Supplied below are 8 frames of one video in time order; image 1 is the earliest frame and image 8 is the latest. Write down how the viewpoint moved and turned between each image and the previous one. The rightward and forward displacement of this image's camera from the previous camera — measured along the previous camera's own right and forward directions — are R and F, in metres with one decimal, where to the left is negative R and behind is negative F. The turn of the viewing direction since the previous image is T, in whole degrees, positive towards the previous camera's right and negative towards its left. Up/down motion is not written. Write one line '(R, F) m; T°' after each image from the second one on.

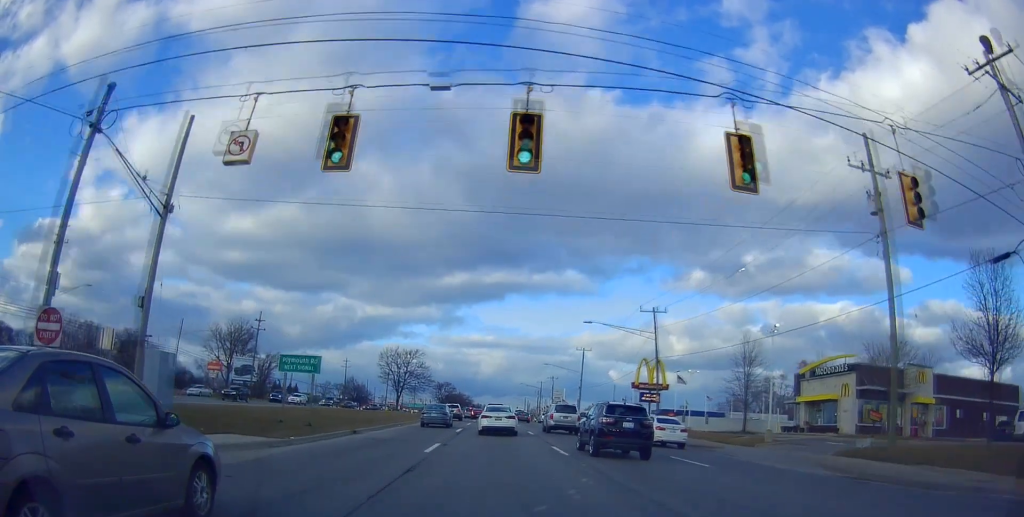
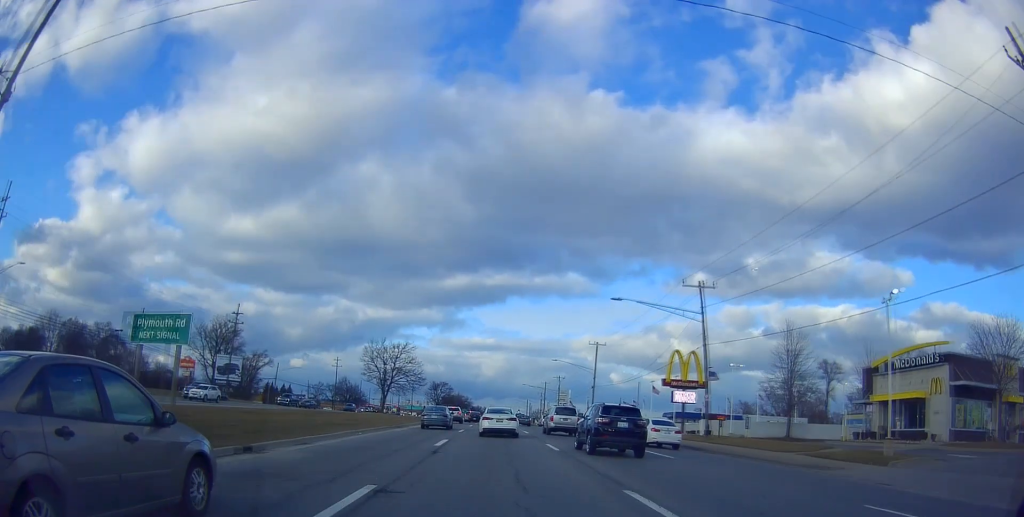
(-0.5, +11.3) m; 0°
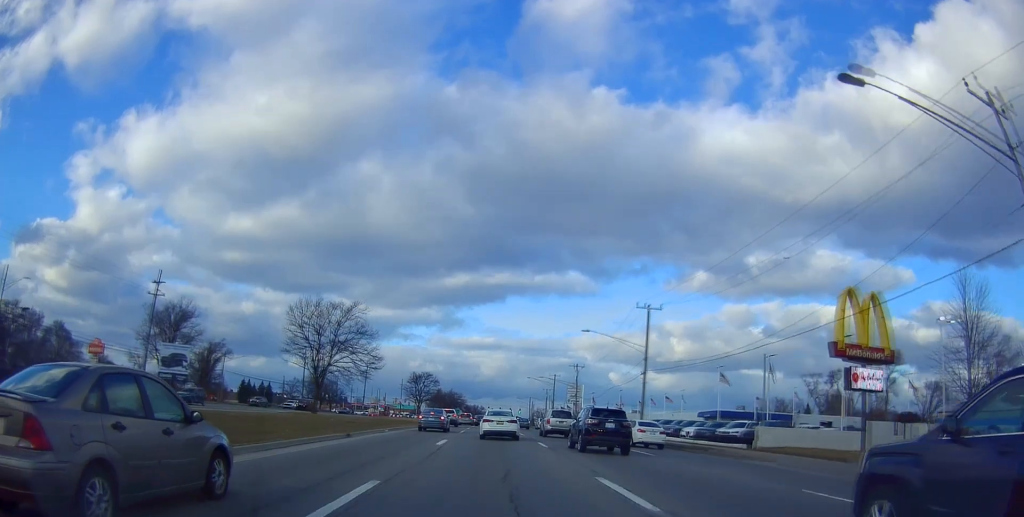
(+0.3, +29.5) m; 0°
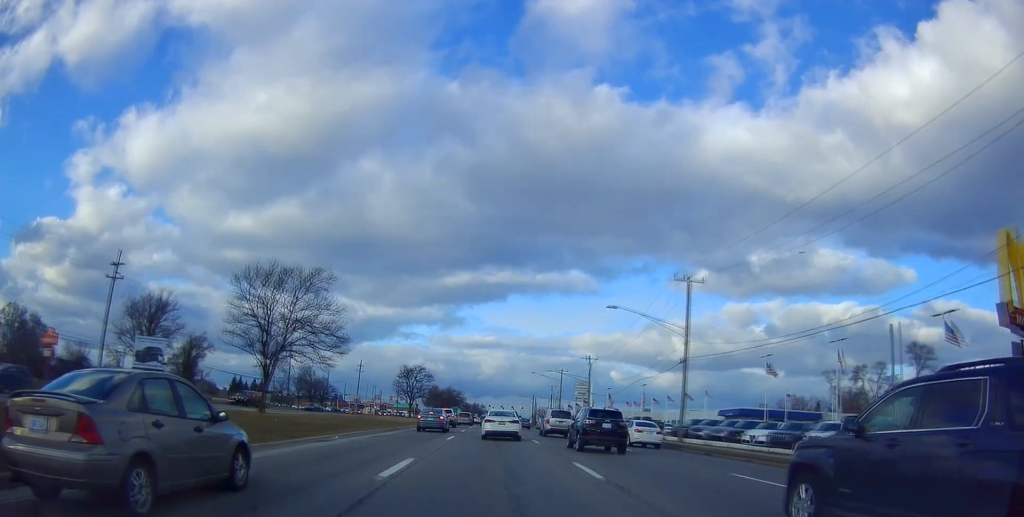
(-0.1, +11.7) m; 0°
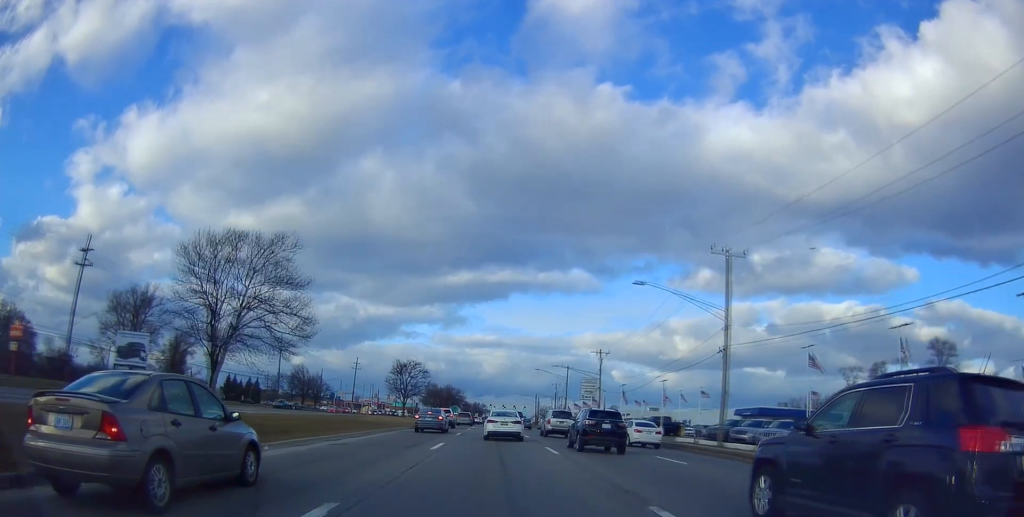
(+0.3, +7.7) m; +1°
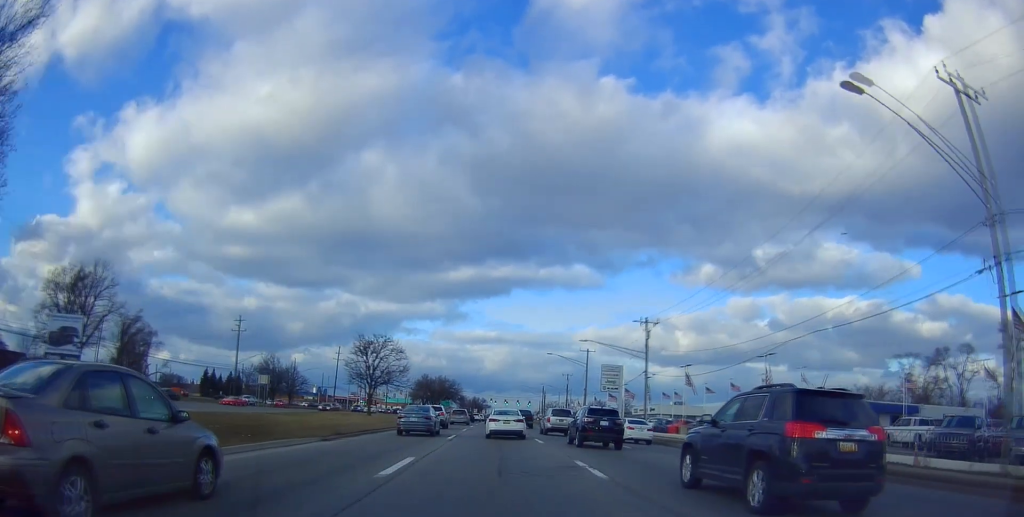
(-0.1, +22.9) m; 0°
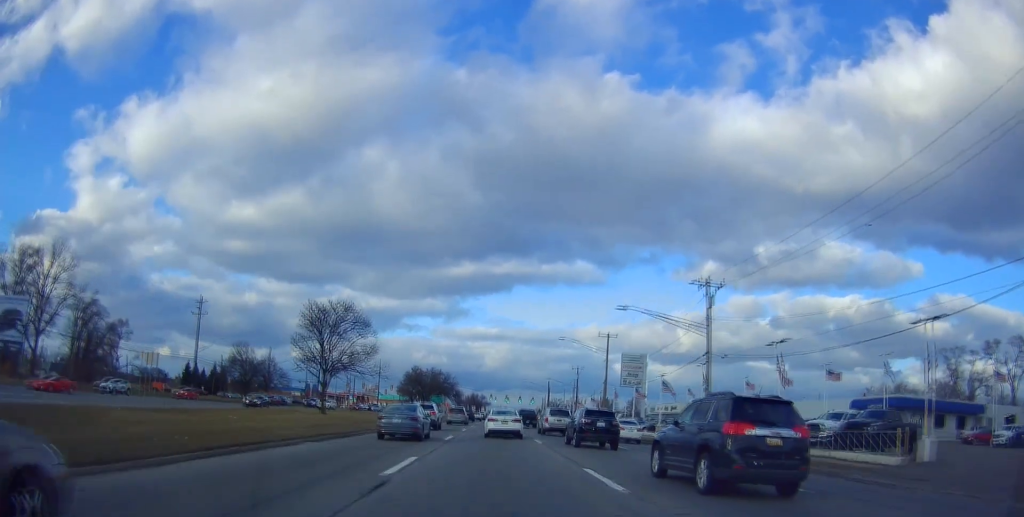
(+0.1, +15.9) m; -1°
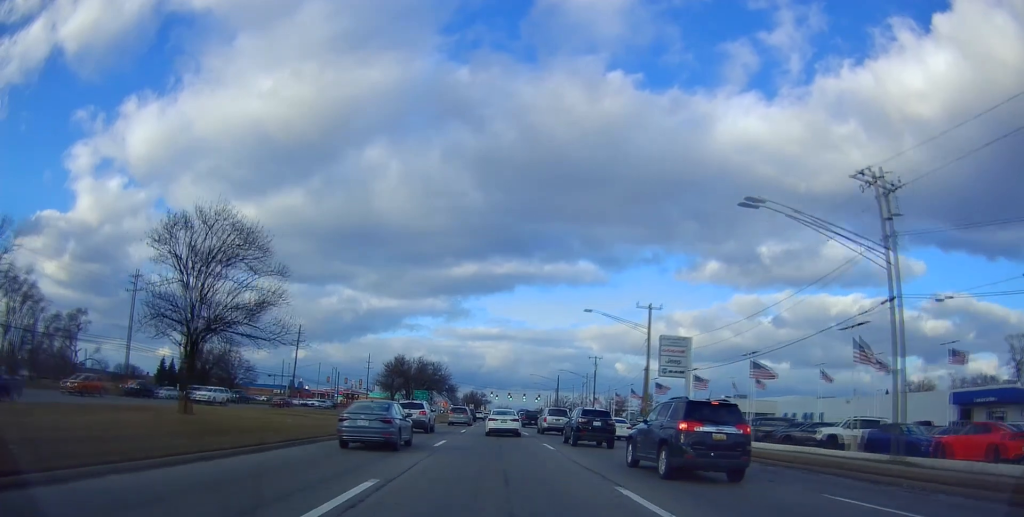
(-0.2, +20.0) m; +2°
